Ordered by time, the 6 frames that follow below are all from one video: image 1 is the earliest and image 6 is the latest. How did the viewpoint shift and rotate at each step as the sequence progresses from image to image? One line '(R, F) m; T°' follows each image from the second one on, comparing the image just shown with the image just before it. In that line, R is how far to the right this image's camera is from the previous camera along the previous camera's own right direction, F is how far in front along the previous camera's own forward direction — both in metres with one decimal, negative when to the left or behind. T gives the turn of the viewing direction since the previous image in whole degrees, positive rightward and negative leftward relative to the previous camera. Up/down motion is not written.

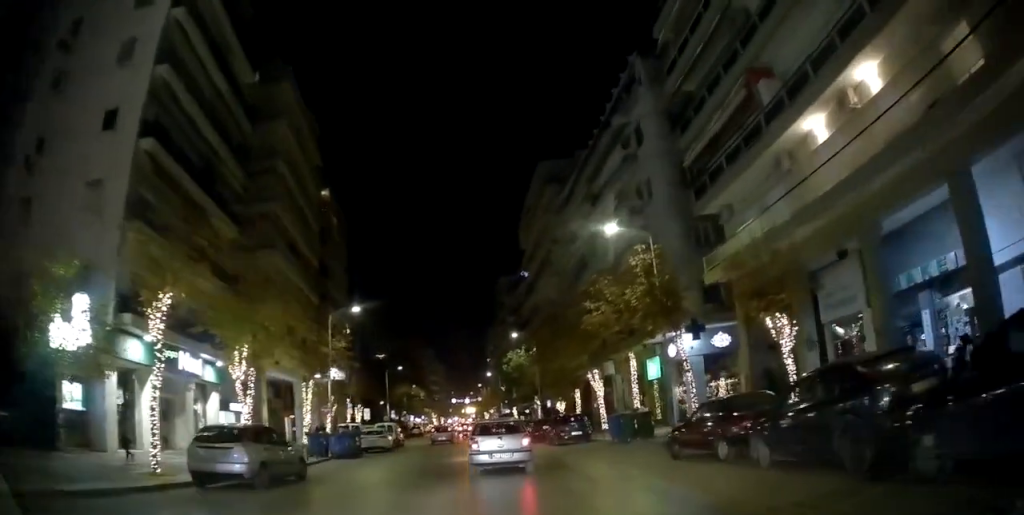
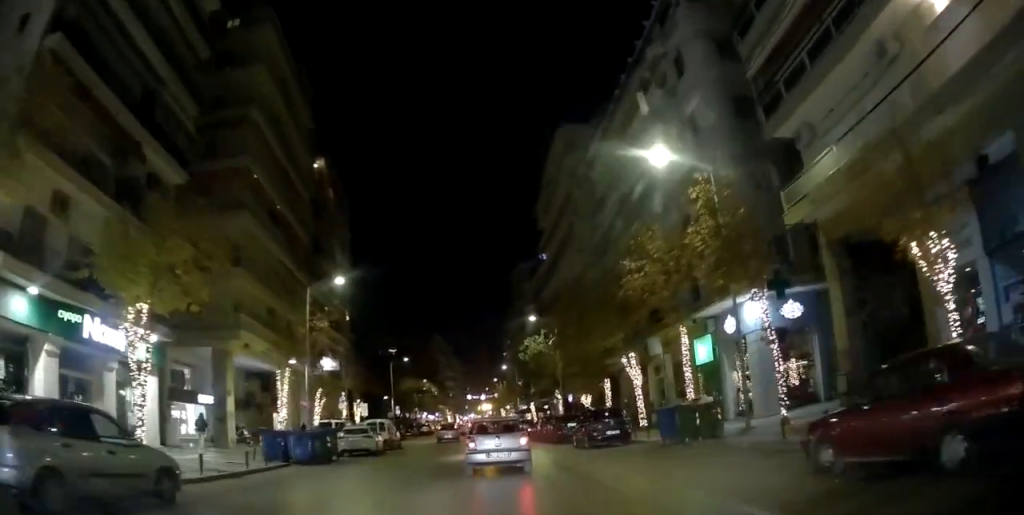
(+0.1, +7.4) m; -5°
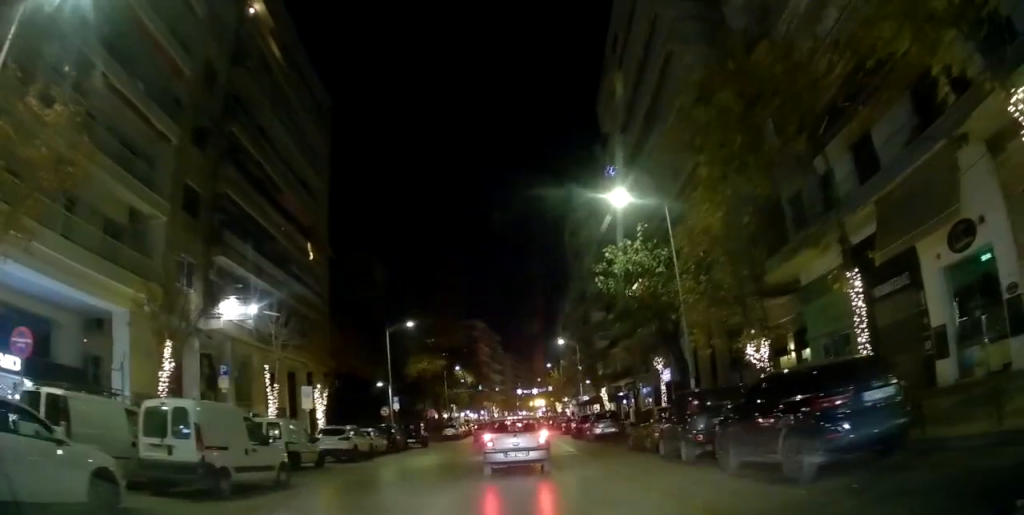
(-0.7, +23.4) m; -1°
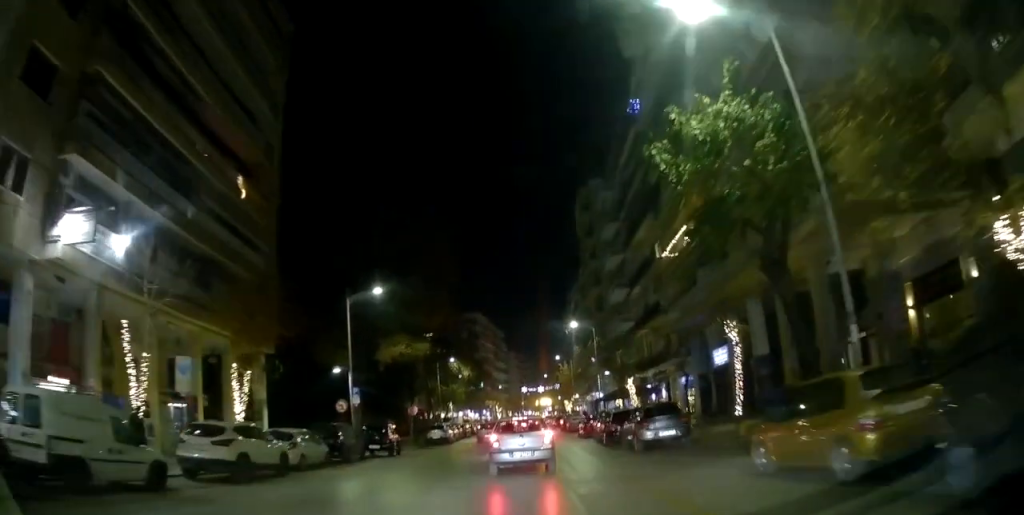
(-0.7, +10.2) m; -2°
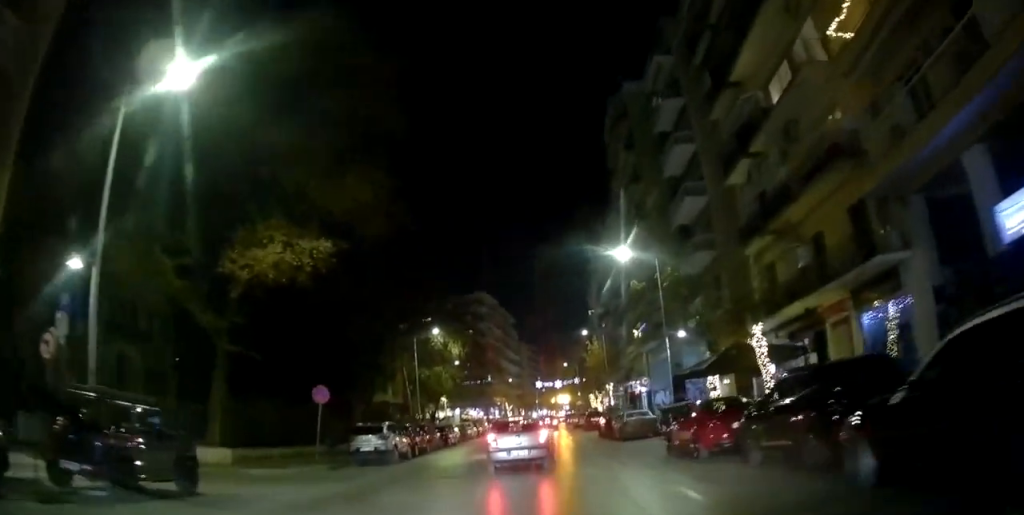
(+0.3, +17.8) m; -3°
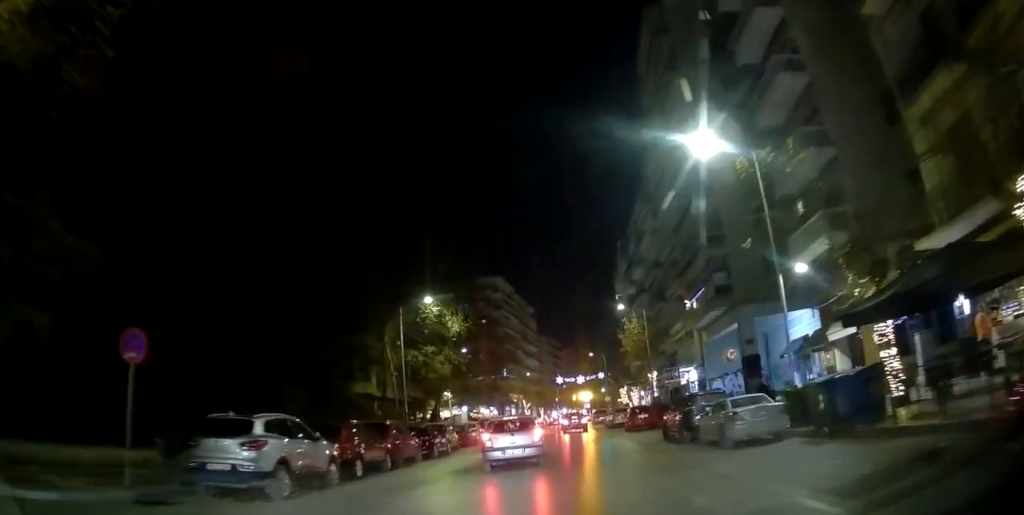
(-0.4, +10.2) m; -1°
